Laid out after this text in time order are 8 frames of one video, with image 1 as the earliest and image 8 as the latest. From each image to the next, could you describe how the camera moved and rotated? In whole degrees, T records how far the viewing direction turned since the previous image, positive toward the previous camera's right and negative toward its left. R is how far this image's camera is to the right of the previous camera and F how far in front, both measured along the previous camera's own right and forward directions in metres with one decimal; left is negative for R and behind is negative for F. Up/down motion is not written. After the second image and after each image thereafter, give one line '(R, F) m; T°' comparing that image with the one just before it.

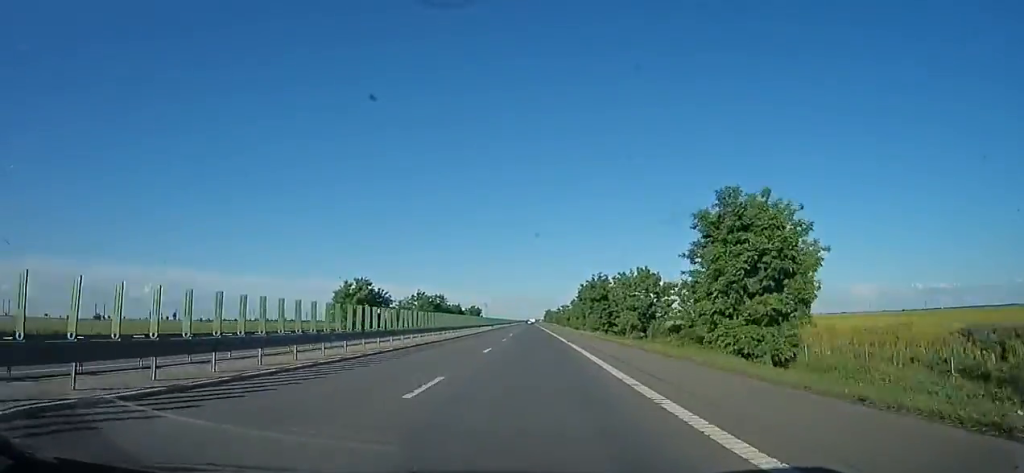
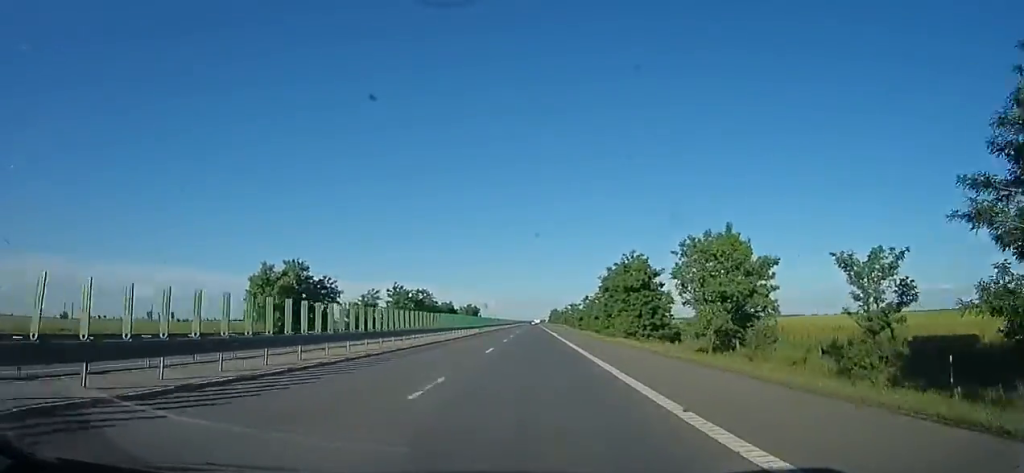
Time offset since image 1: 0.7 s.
(-0.6, +23.8) m; -1°
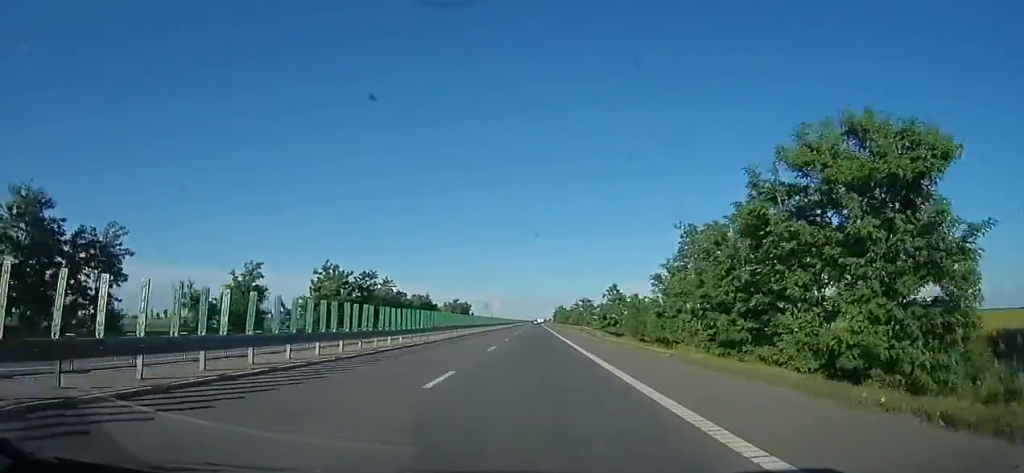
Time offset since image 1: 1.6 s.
(0.0, +34.7) m; 0°
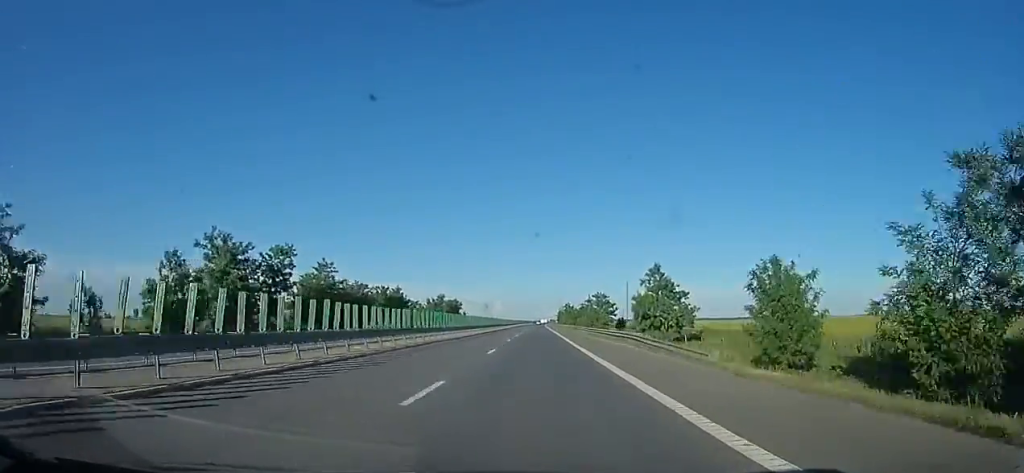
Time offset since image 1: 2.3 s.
(0.0, +25.8) m; 0°
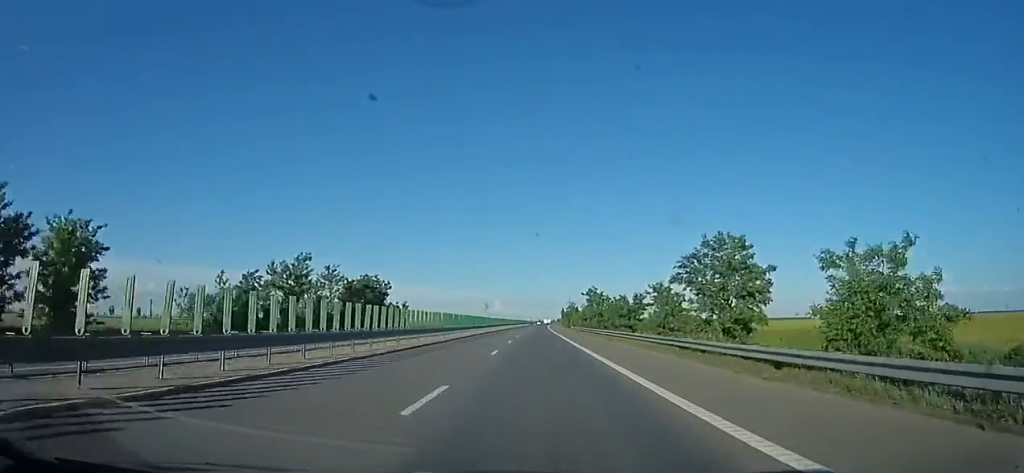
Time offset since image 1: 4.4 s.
(0.0, +72.1) m; 0°
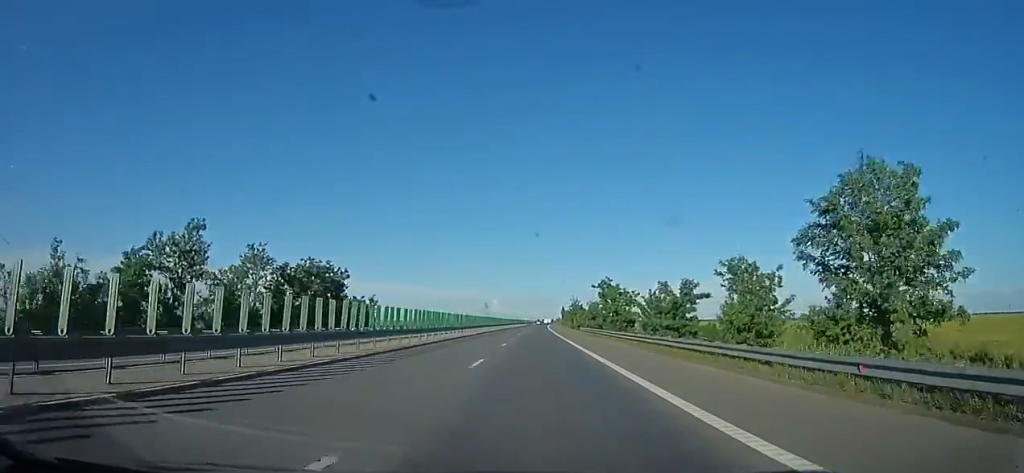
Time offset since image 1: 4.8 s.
(0.0, +17.3) m; 0°
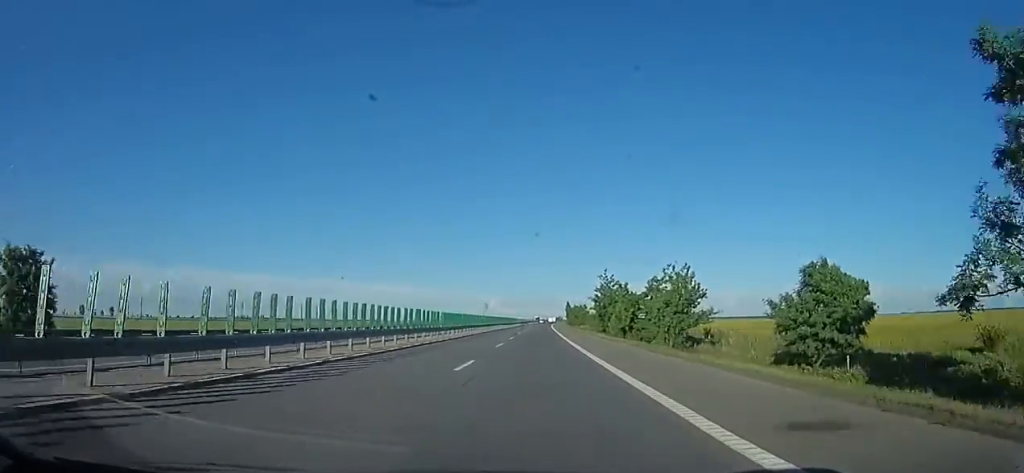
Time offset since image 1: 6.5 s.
(0.0, +60.1) m; 0°
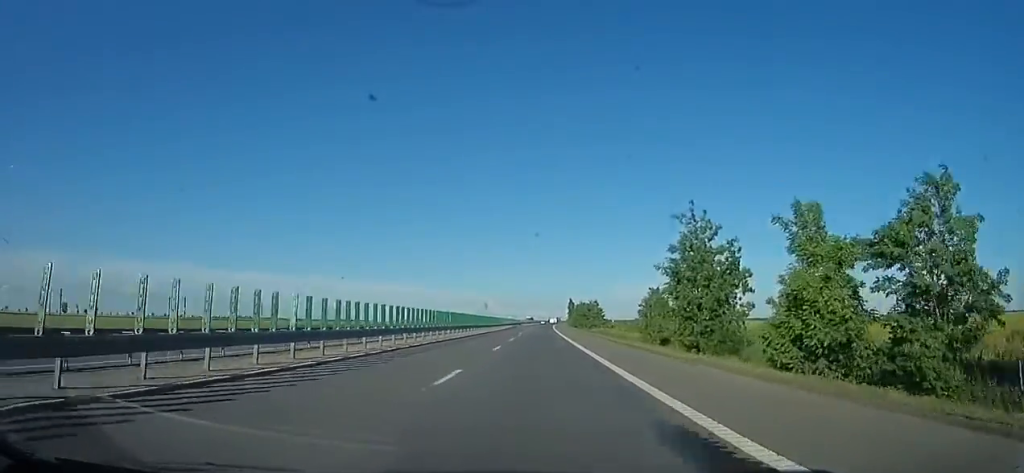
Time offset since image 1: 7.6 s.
(0.0, +38.5) m; 0°
